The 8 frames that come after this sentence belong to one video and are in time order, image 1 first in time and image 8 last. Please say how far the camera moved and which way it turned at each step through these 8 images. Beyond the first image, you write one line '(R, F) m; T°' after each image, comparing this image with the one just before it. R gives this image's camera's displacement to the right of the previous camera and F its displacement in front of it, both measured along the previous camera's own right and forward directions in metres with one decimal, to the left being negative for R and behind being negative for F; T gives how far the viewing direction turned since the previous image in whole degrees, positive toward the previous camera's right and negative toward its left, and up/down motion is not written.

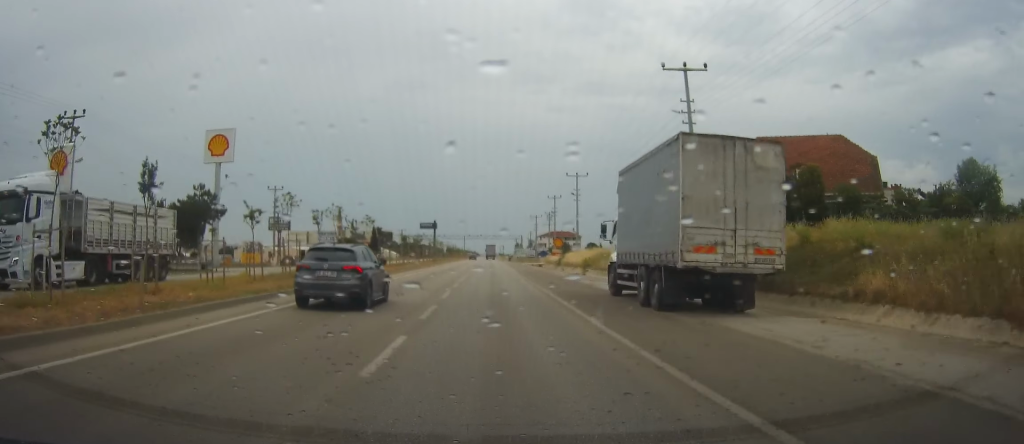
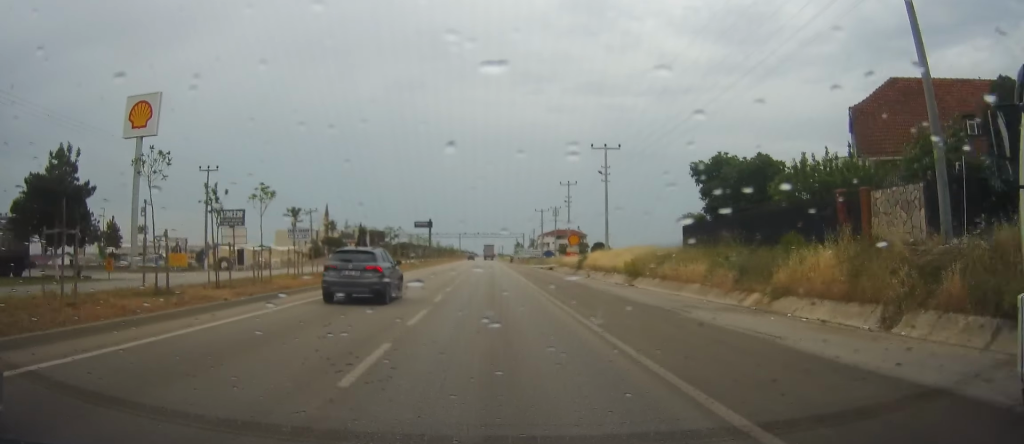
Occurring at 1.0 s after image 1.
(+0.4, +20.7) m; 0°
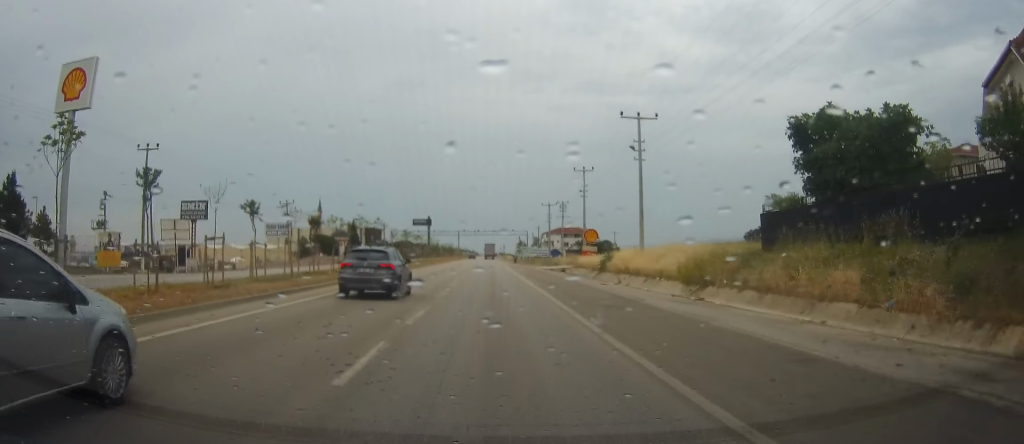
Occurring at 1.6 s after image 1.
(-0.2, +12.2) m; -1°
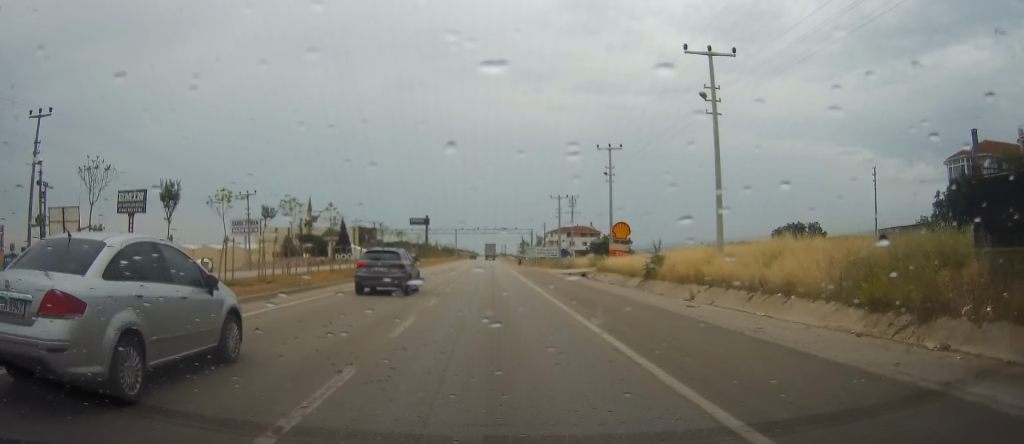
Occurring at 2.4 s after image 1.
(-0.2, +15.7) m; 0°
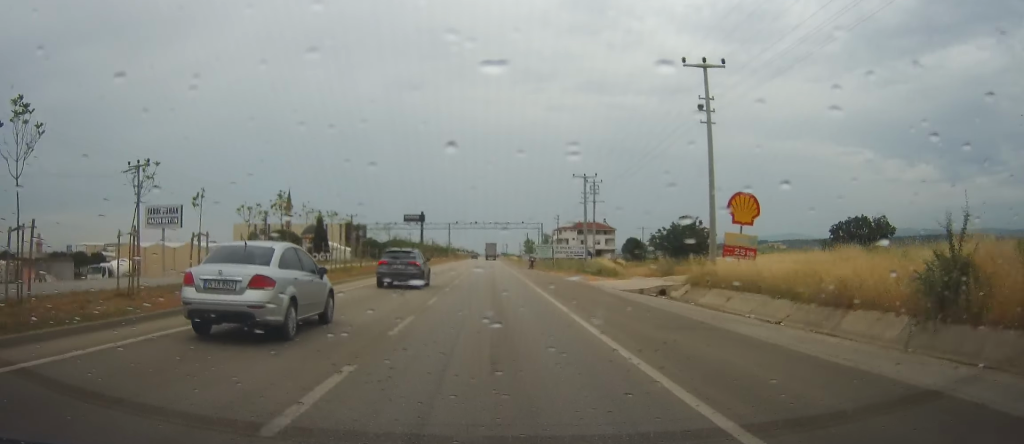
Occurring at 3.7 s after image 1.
(+0.3, +25.8) m; +1°
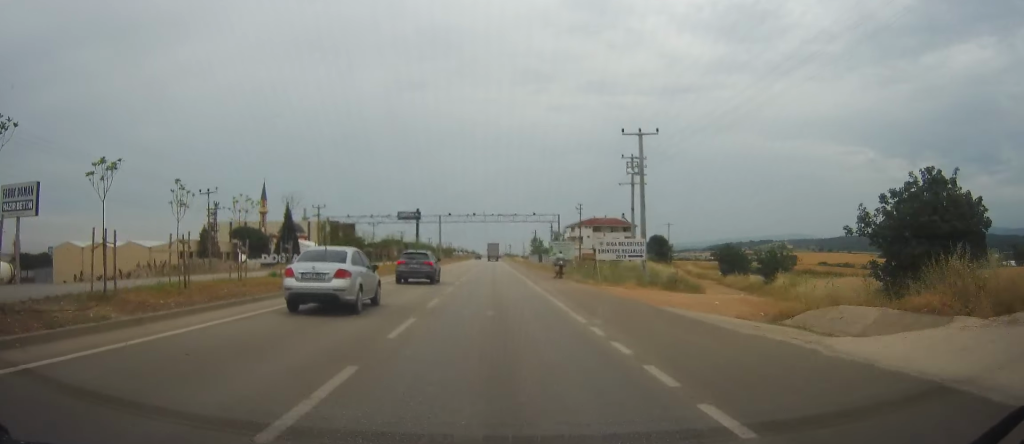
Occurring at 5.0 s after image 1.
(-0.2, +26.2) m; 0°
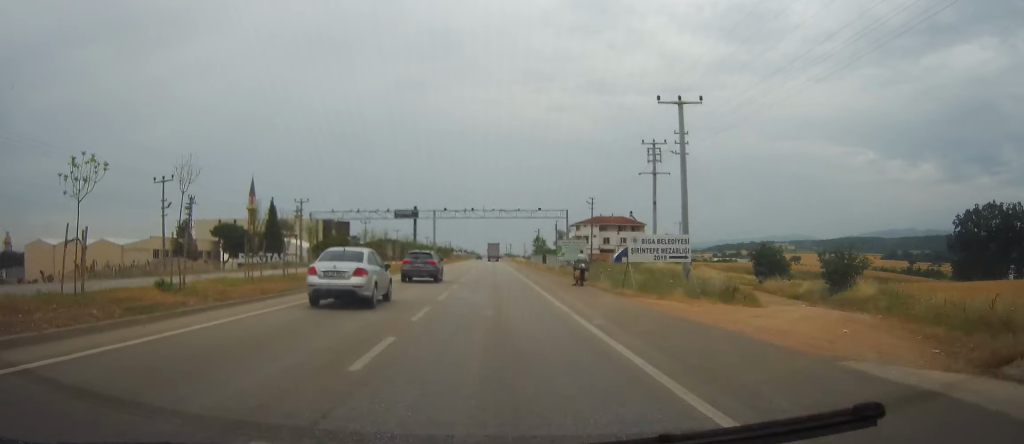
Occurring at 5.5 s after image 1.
(+0.1, +9.8) m; 0°
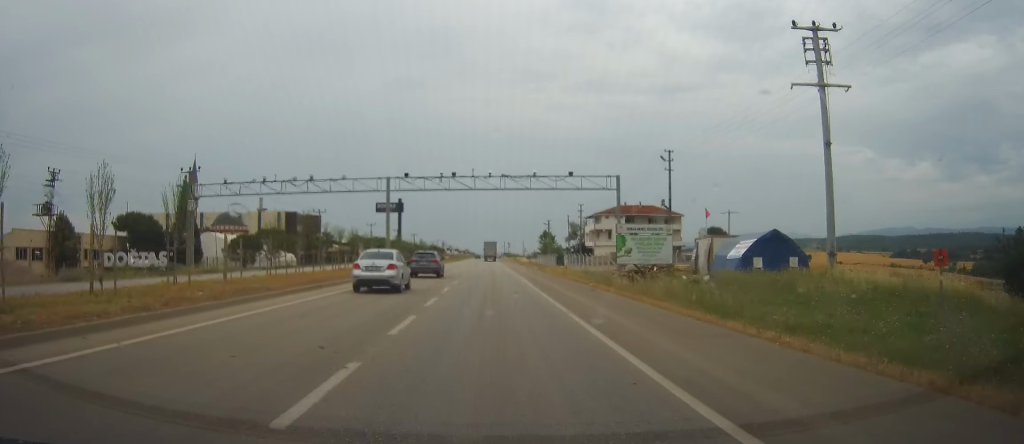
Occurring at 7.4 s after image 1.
(-0.2, +35.2) m; 0°
